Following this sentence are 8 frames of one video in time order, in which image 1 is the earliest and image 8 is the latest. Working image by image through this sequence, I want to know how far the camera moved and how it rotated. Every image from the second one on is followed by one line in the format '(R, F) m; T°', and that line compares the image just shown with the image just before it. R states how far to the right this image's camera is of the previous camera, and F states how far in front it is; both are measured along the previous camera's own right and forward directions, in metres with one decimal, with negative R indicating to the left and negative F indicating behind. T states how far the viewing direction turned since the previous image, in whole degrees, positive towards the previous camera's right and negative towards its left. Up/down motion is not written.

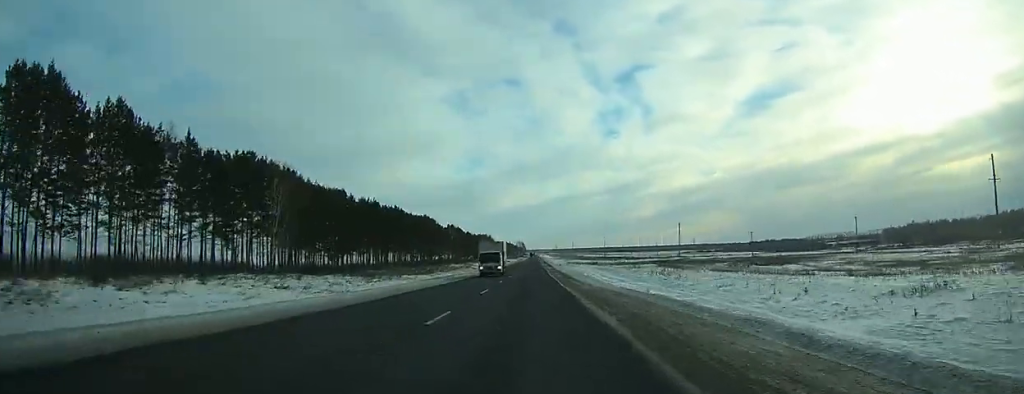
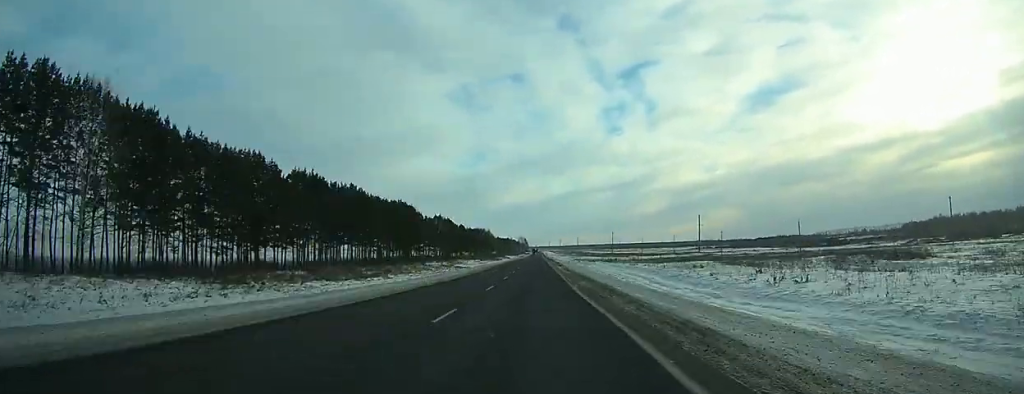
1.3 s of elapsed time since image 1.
(-0.1, +34.1) m; 0°
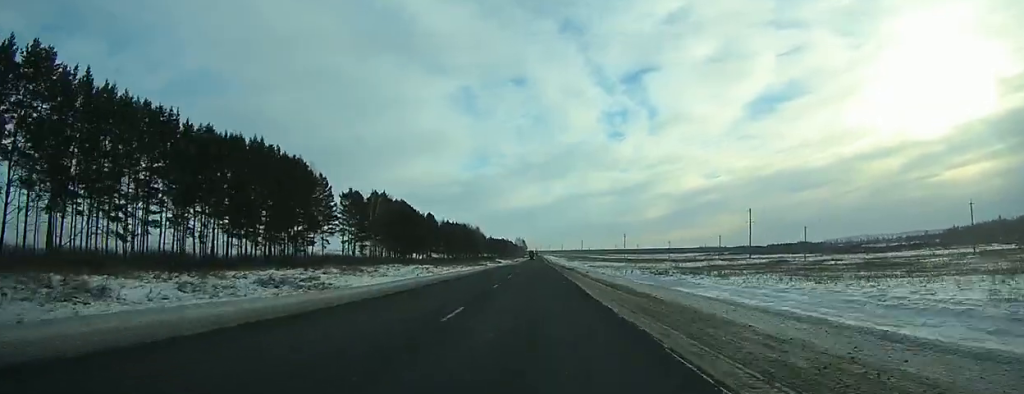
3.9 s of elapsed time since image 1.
(-0.3, +70.1) m; 0°
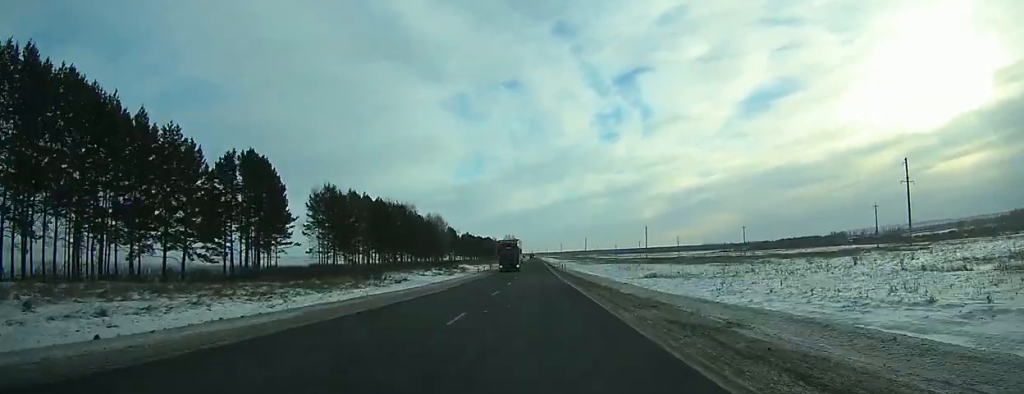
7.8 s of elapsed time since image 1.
(0.0, +103.9) m; 0°
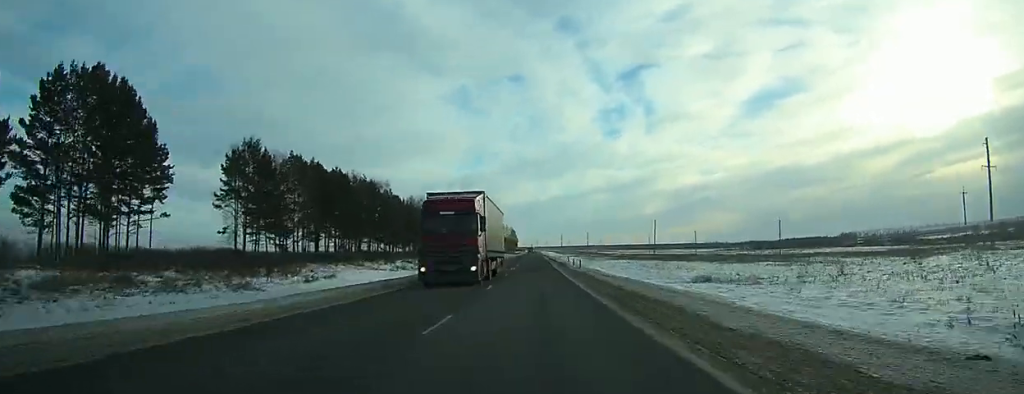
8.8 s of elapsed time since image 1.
(0.0, +25.0) m; +1°
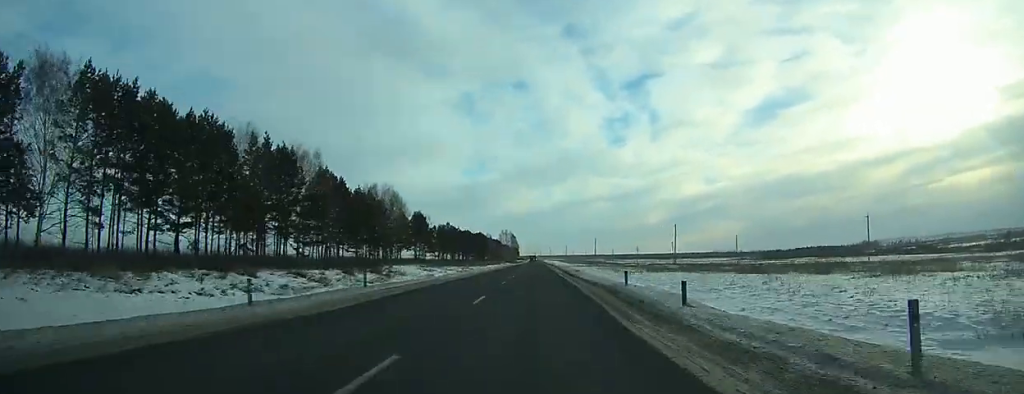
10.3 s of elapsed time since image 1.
(-0.5, +38.4) m; +3°
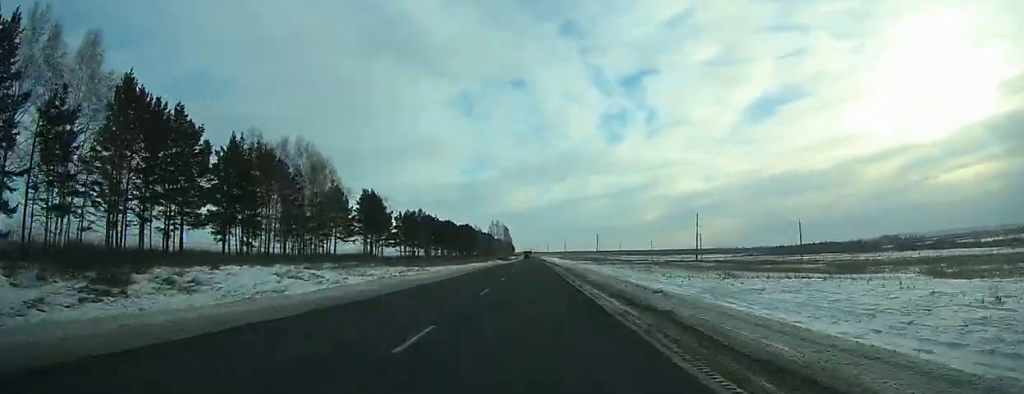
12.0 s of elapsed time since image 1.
(+2.5, +43.8) m; -2°
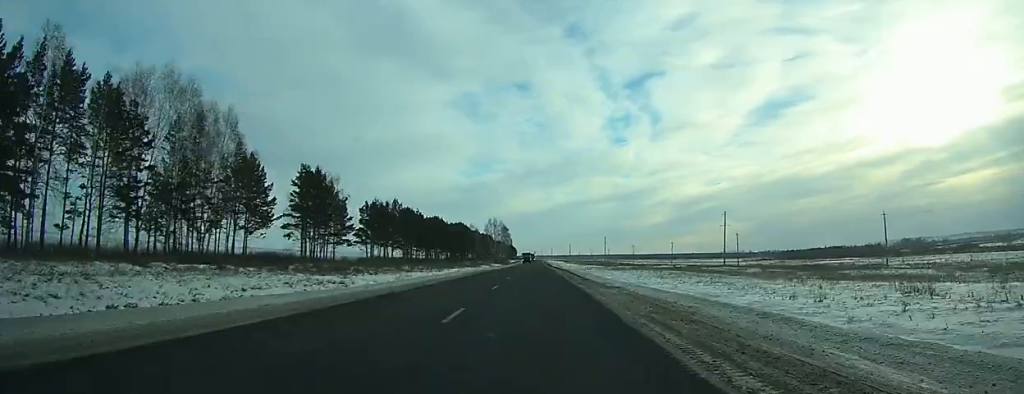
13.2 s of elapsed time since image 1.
(-1.9, +34.0) m; -2°
